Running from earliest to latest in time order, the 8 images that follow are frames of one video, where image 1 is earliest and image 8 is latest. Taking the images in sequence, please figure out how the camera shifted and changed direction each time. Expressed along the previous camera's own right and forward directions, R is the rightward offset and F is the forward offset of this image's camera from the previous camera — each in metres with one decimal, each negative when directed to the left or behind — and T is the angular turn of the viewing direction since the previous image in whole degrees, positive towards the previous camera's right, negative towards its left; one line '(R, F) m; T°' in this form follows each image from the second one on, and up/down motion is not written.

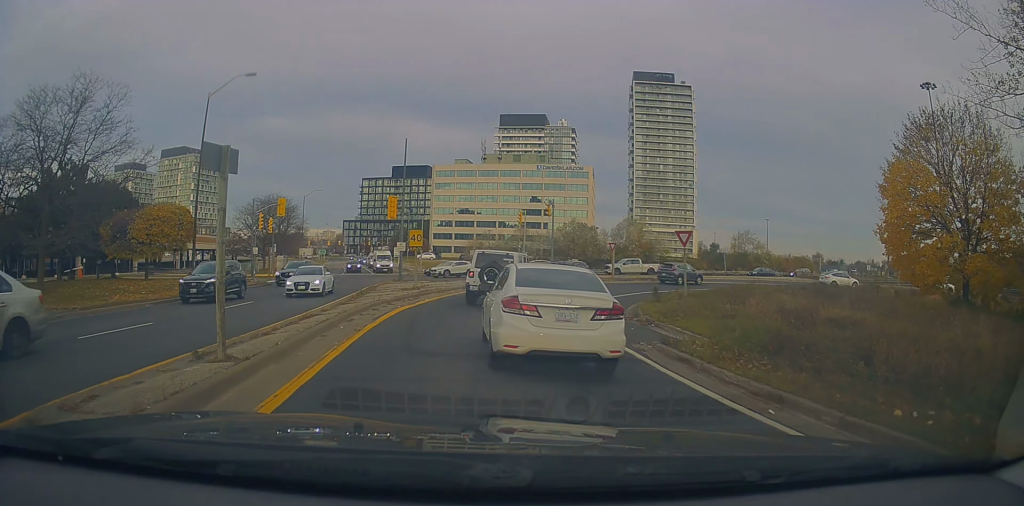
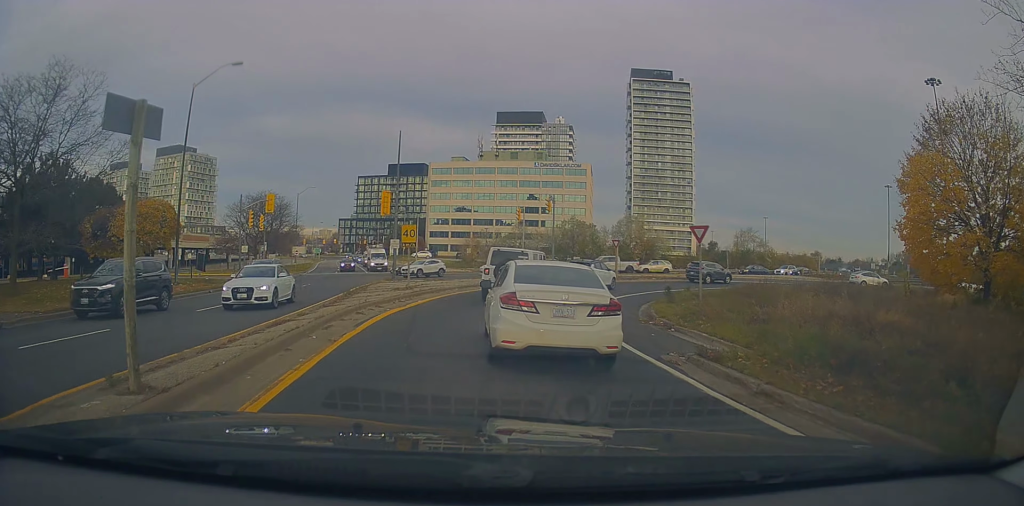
(+0.1, +1.7) m; +2°
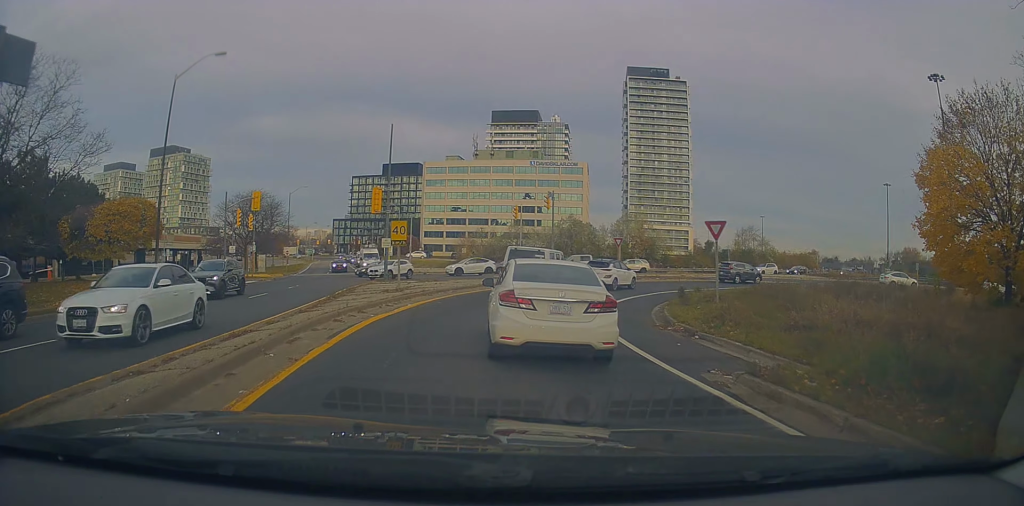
(-0.1, +2.0) m; -1°
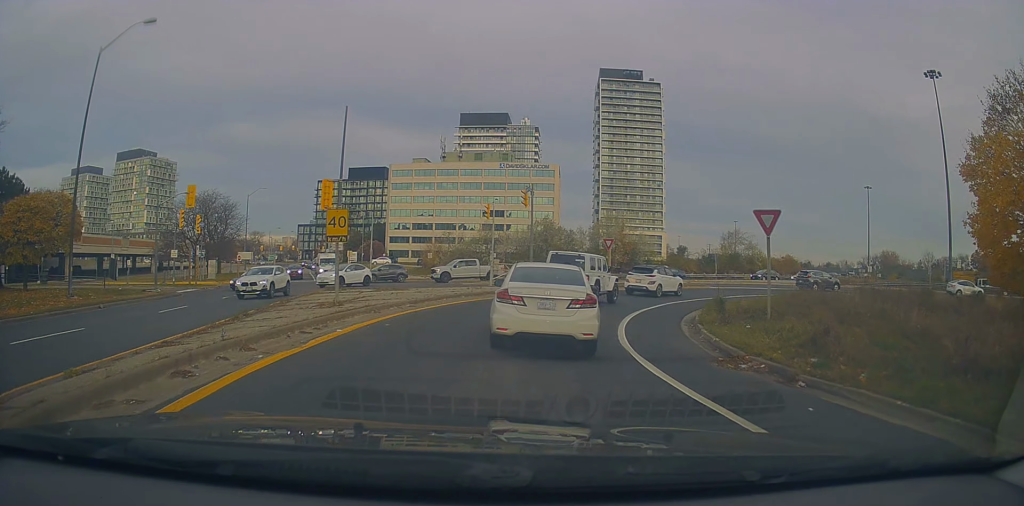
(-0.1, +5.3) m; +5°
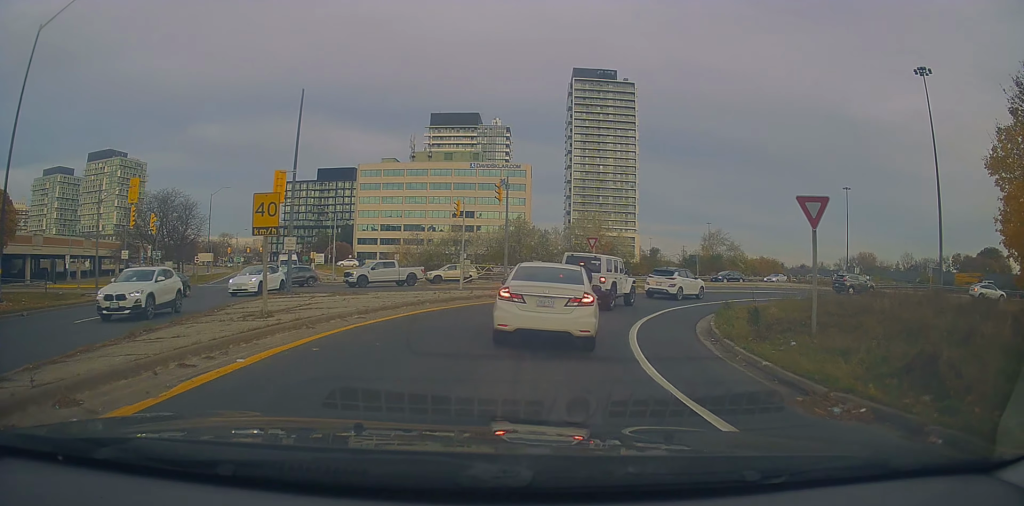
(+0.3, +3.0) m; +3°
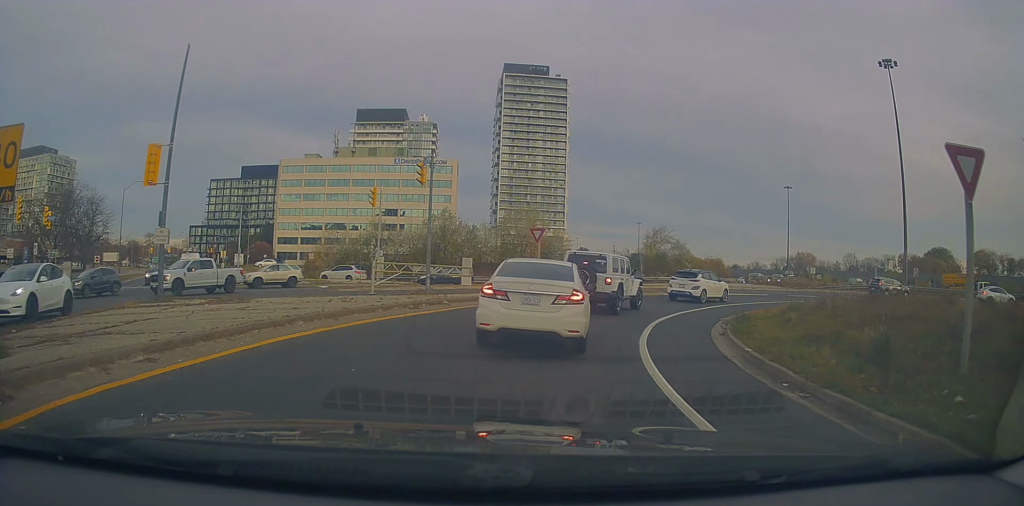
(+0.1, +5.3) m; +3°
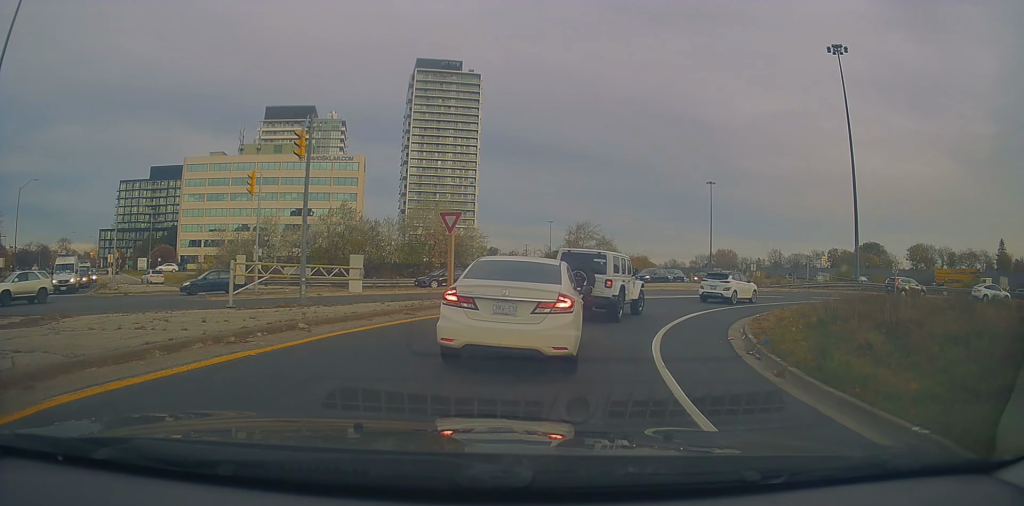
(+0.4, +6.9) m; +12°
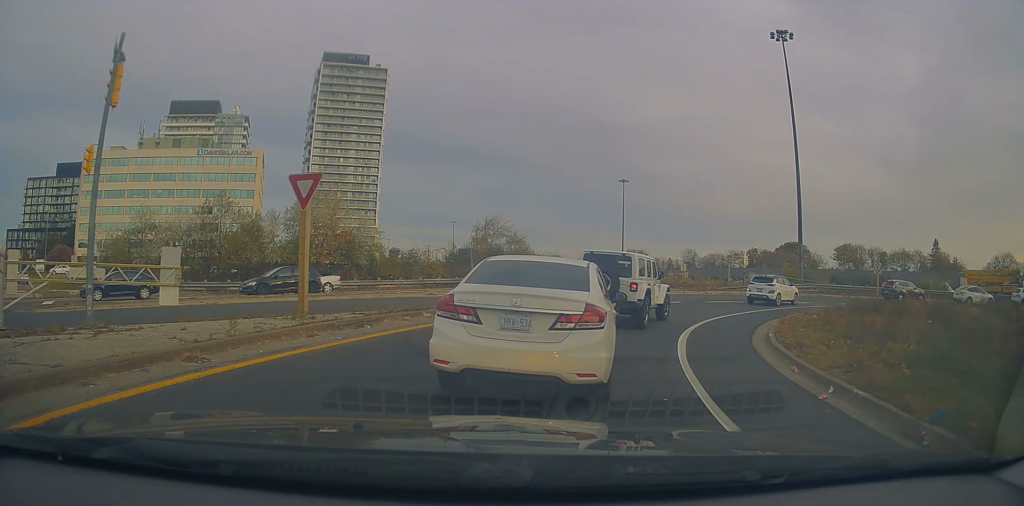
(+1.3, +8.3) m; +14°
